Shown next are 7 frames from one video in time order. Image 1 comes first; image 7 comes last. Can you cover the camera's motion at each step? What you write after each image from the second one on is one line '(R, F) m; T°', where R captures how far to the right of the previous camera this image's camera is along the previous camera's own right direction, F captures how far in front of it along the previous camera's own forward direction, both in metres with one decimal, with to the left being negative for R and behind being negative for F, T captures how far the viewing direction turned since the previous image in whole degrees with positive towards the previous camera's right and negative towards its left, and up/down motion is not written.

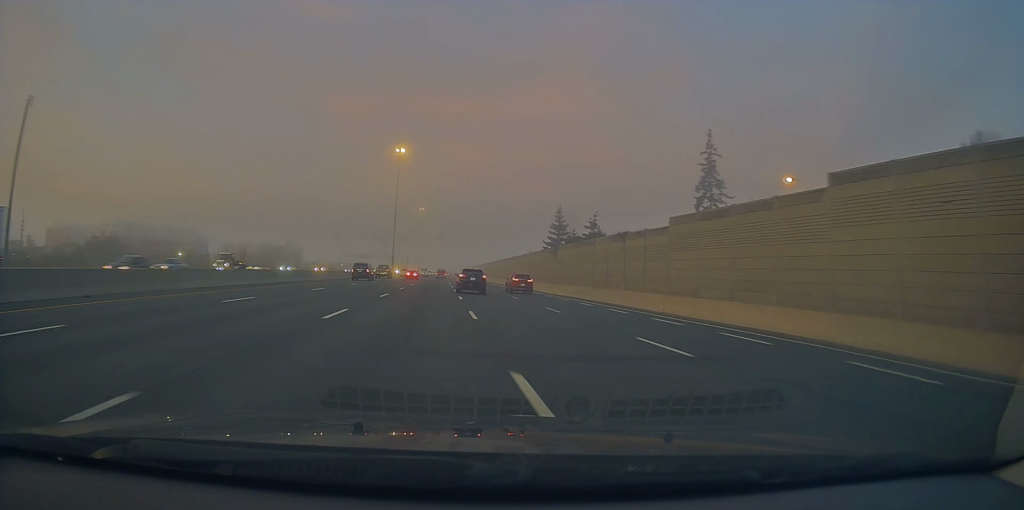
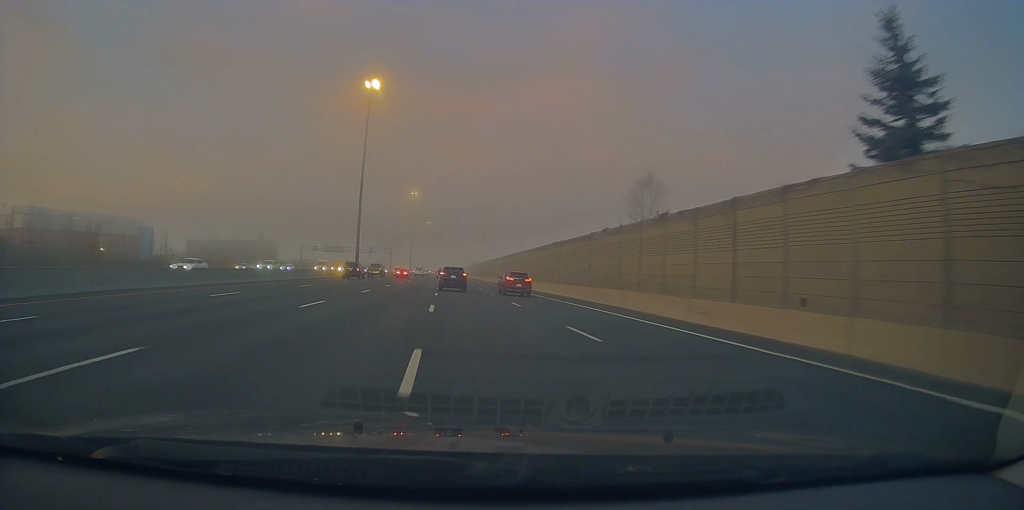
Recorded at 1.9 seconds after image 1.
(+0.8, +59.1) m; +1°
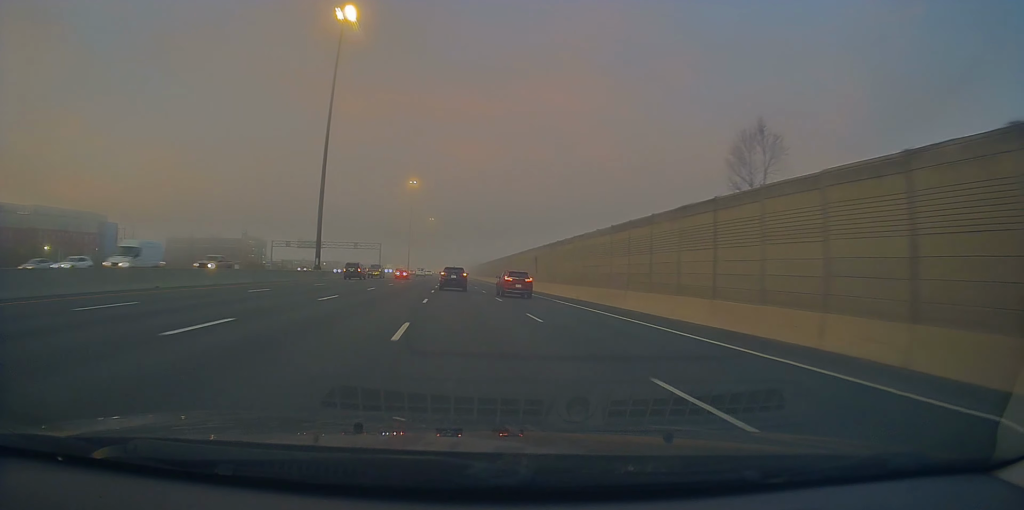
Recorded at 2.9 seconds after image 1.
(-0.4, +31.2) m; -1°
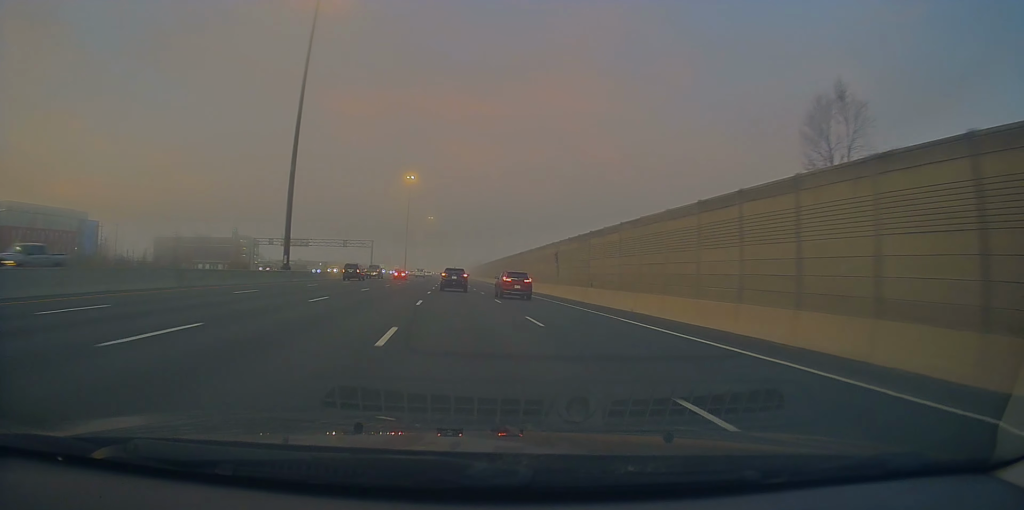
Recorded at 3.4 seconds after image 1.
(0.0, +13.3) m; 0°
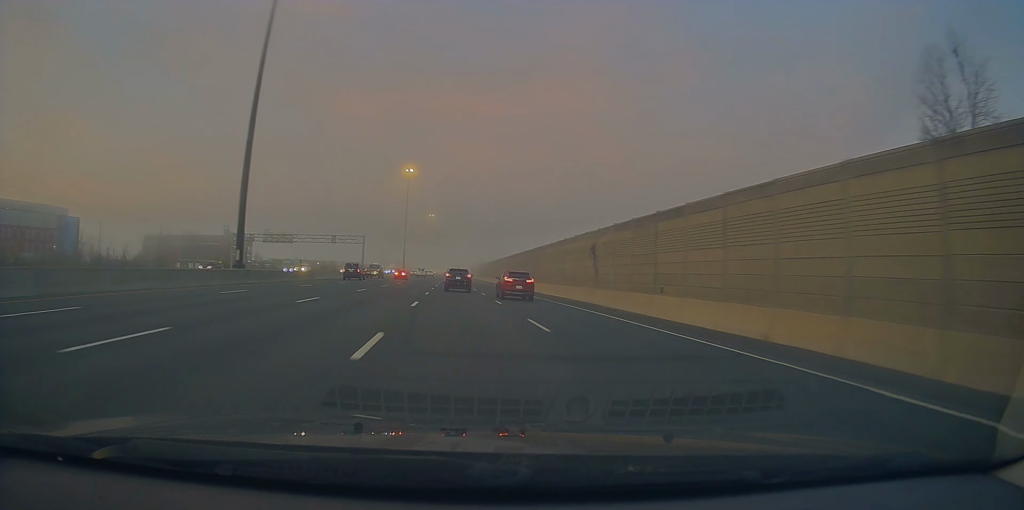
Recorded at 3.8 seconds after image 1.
(0.0, +13.7) m; 0°
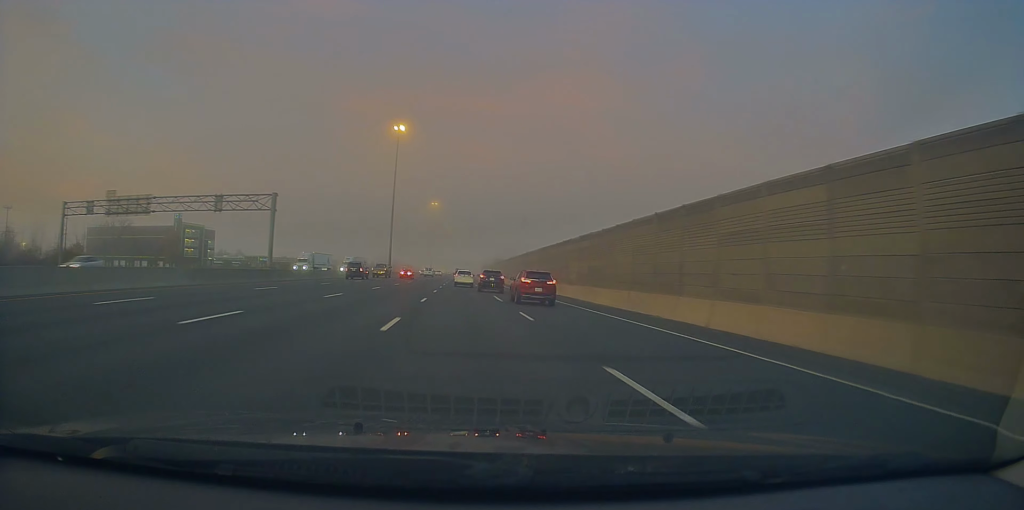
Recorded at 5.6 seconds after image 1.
(-0.6, +56.9) m; -1°
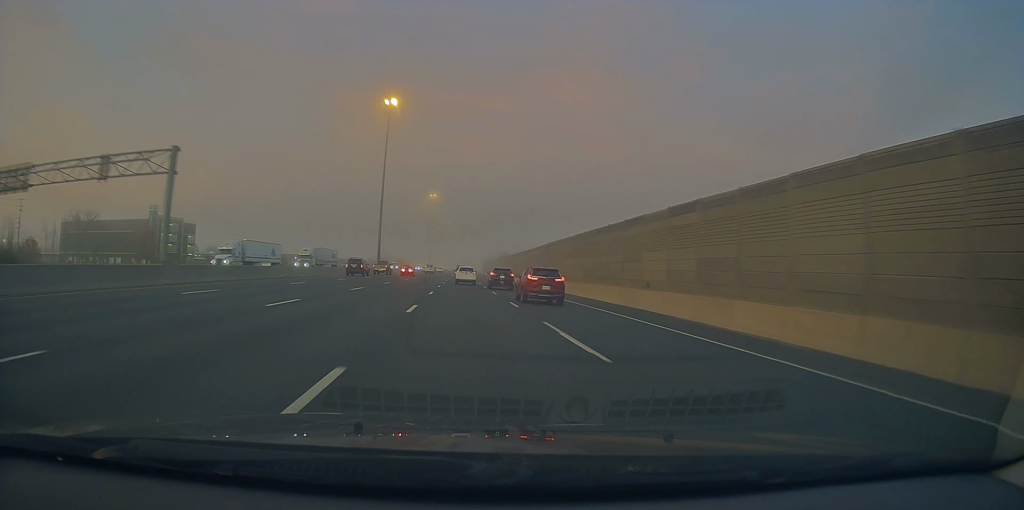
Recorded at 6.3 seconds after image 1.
(-0.2, +20.1) m; 0°
